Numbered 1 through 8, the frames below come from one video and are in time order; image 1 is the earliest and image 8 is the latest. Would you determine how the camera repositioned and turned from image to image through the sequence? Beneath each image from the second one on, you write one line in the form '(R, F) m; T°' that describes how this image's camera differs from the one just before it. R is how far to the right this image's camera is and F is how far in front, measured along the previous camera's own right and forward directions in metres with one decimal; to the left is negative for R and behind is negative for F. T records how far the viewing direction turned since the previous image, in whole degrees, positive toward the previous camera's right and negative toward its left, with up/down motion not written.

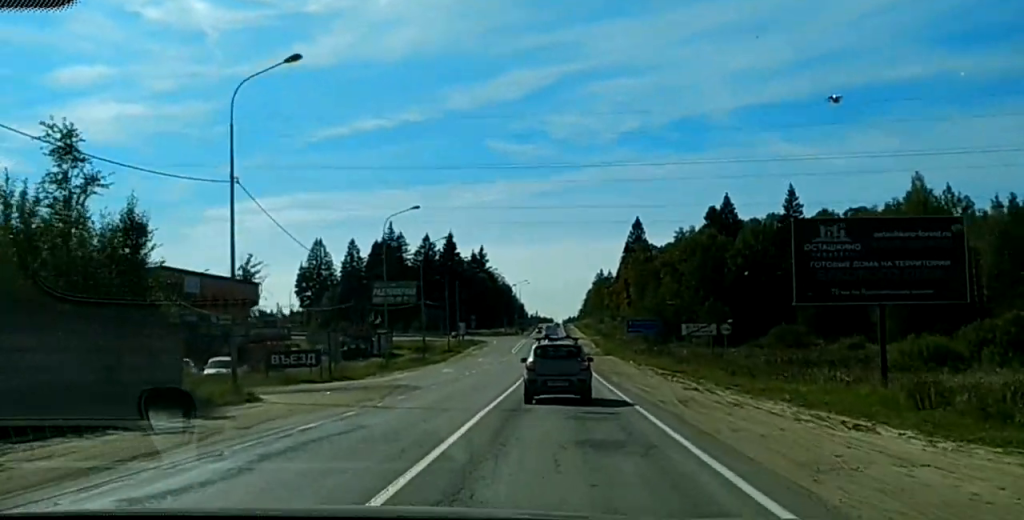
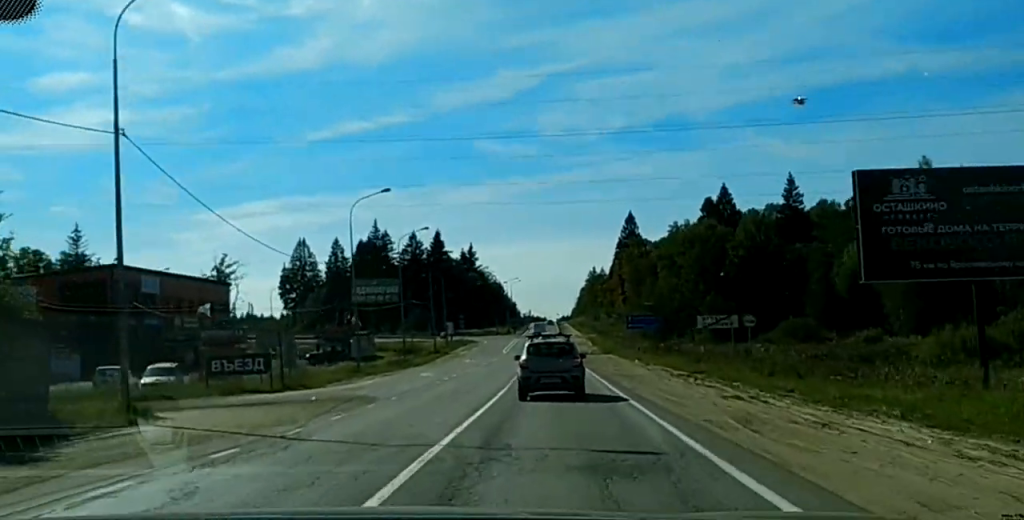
(-0.3, +9.1) m; 0°
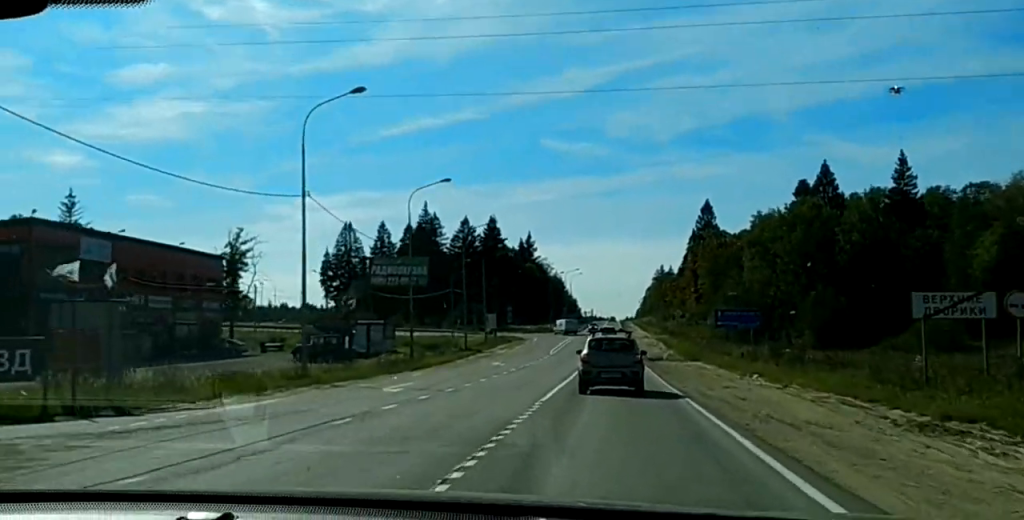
(+0.2, +25.0) m; 0°
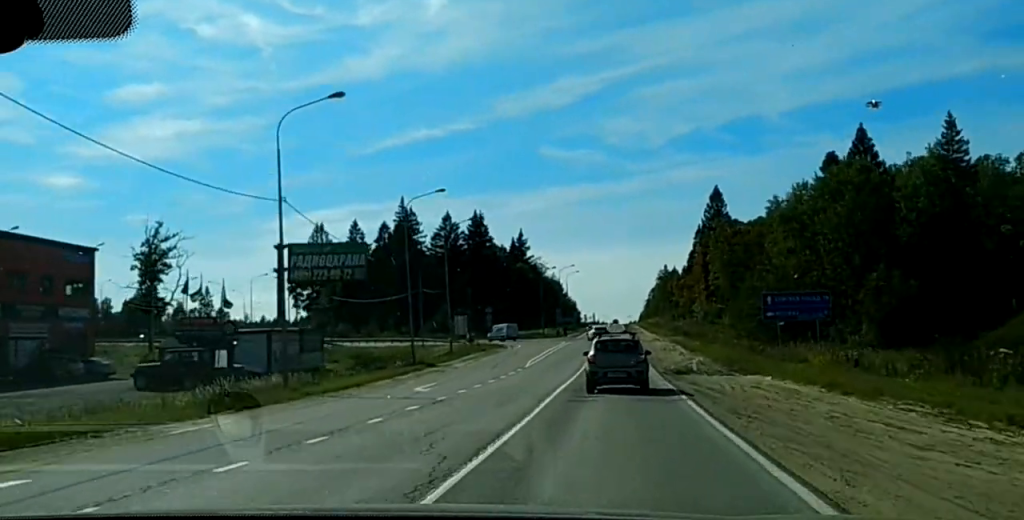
(+0.3, +25.4) m; +1°
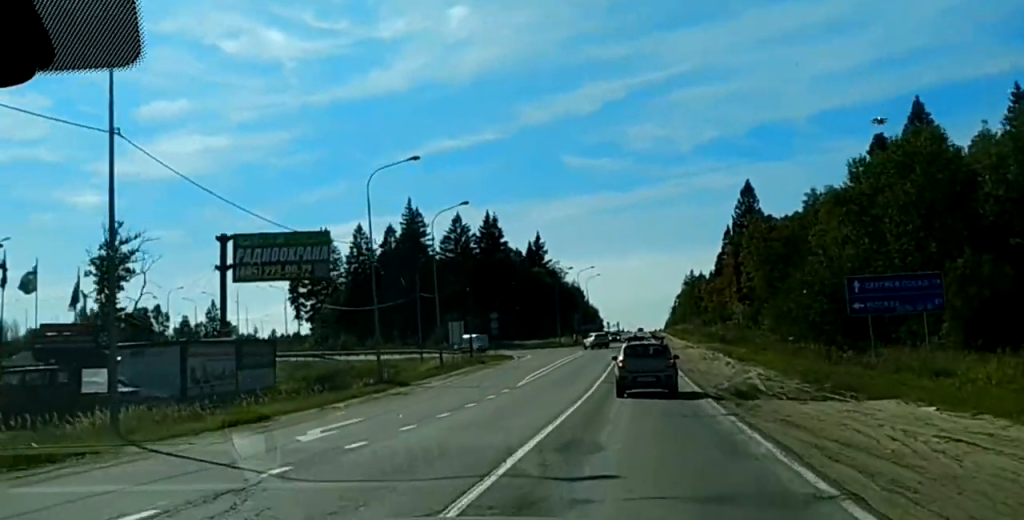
(-0.1, +15.4) m; -1°
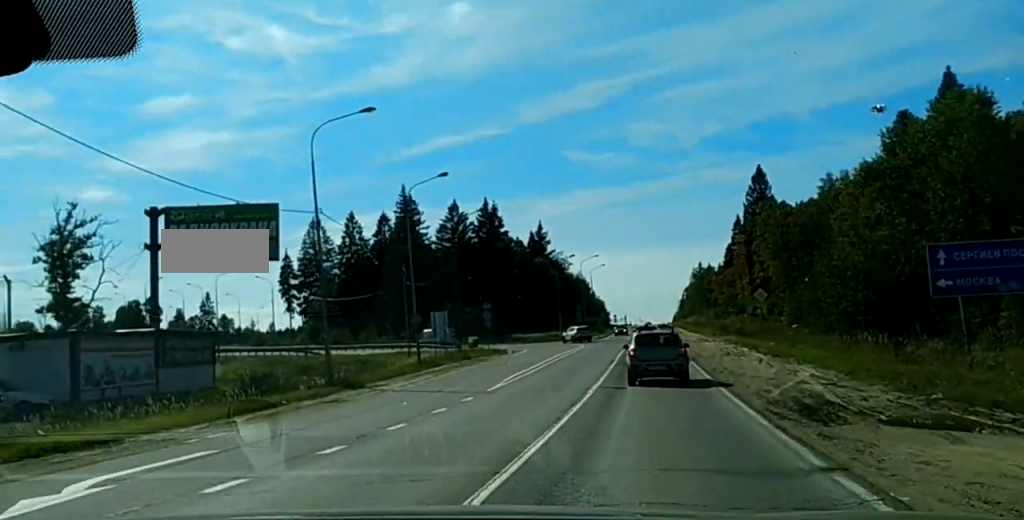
(-0.1, +10.4) m; -1°
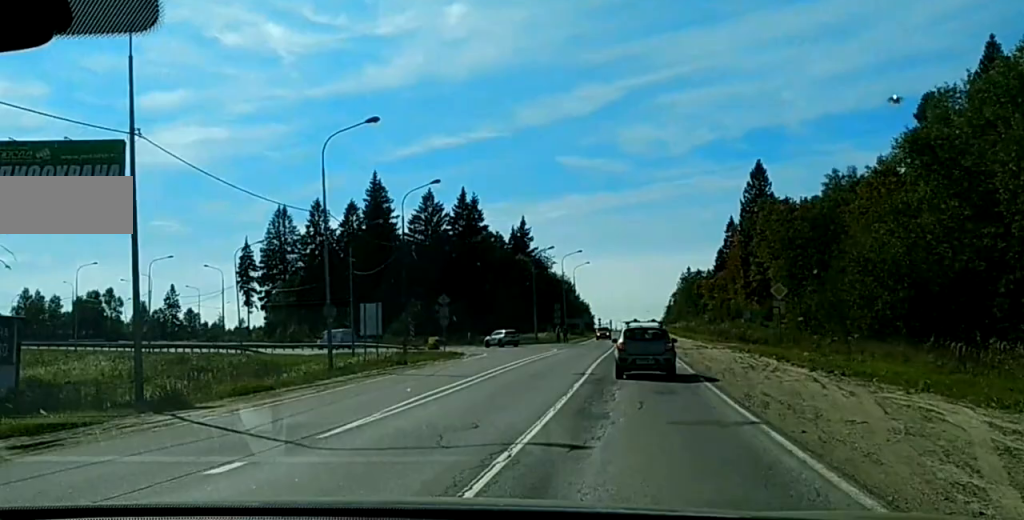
(0.0, +14.5) m; 0°
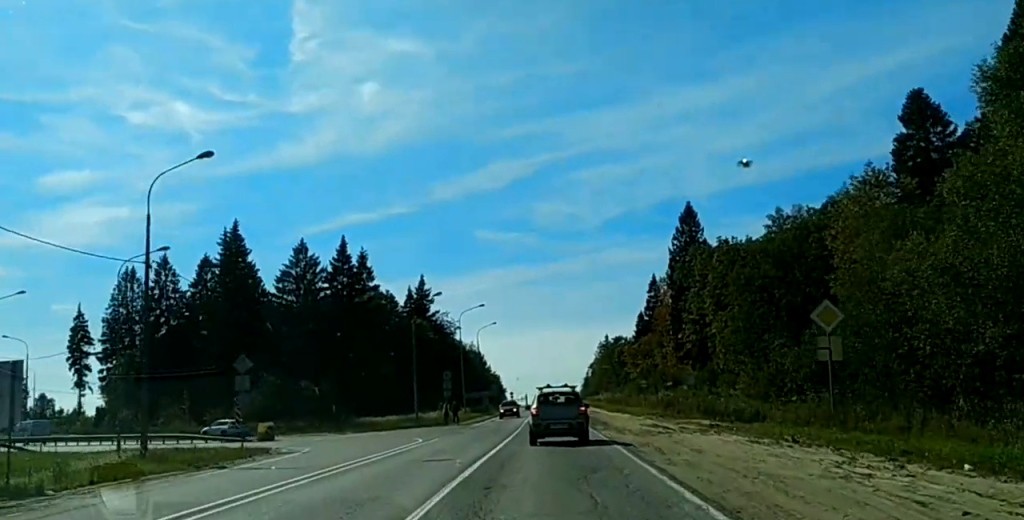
(+0.4, +26.1) m; +1°
